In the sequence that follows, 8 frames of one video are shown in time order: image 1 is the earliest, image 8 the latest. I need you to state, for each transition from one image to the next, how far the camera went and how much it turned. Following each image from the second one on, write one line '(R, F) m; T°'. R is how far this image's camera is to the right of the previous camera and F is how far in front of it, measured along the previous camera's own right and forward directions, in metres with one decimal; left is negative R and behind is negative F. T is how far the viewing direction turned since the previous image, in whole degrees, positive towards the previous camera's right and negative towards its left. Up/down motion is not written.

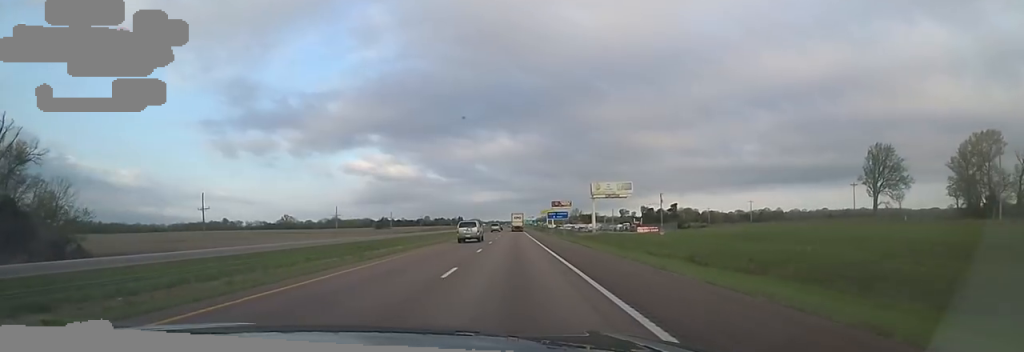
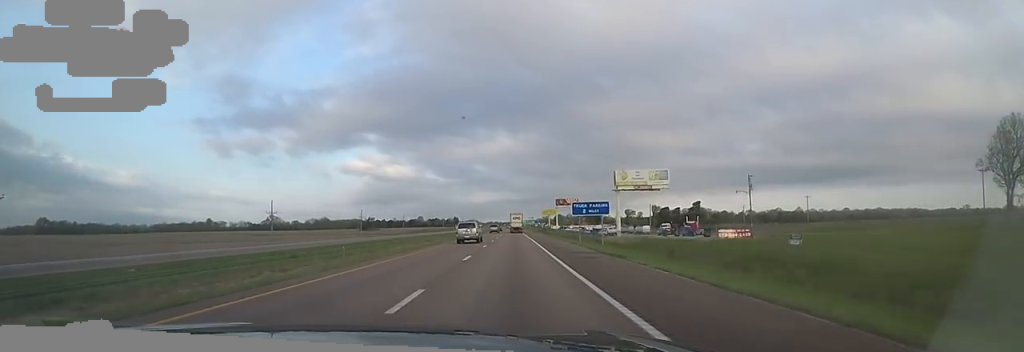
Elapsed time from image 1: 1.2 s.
(+0.3, +42.2) m; +2°
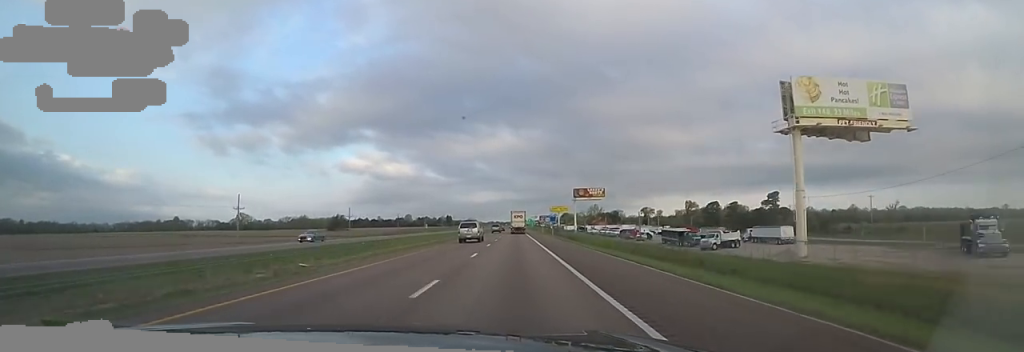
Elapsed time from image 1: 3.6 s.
(+0.3, +85.3) m; 0°
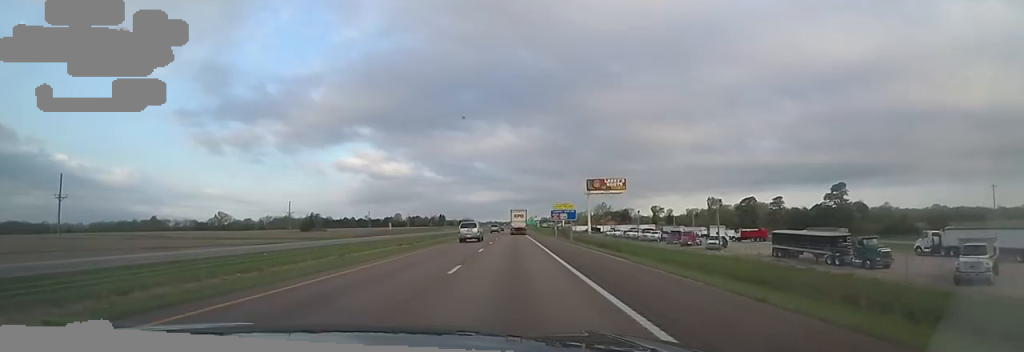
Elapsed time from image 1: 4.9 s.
(+0.1, +44.3) m; -1°
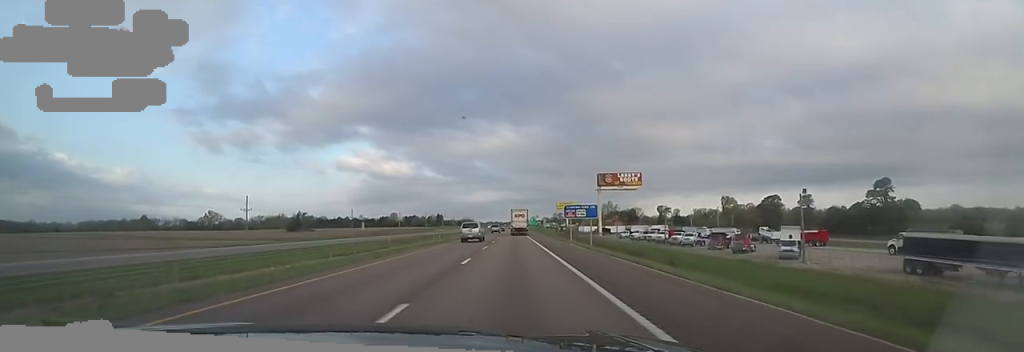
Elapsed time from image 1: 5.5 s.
(-0.3, +20.8) m; -1°
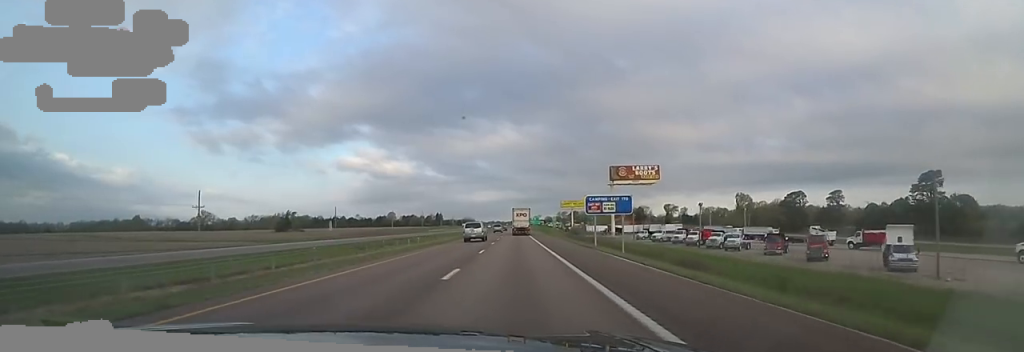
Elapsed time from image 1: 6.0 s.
(0.0, +17.2) m; 0°
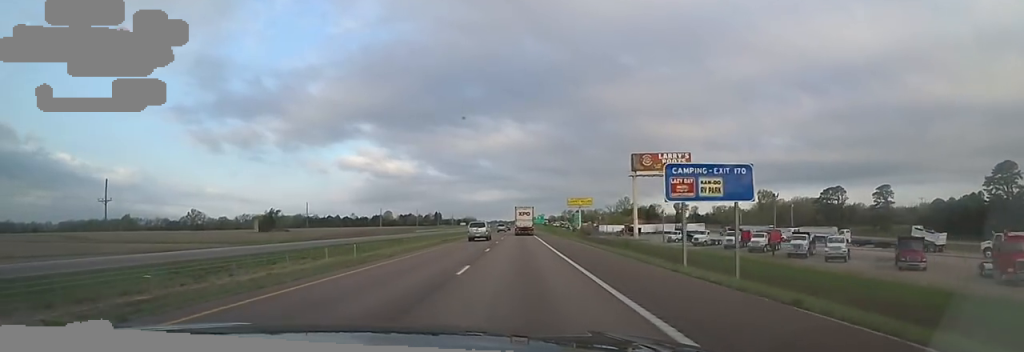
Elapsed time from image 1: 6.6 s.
(0.0, +22.9) m; +1°
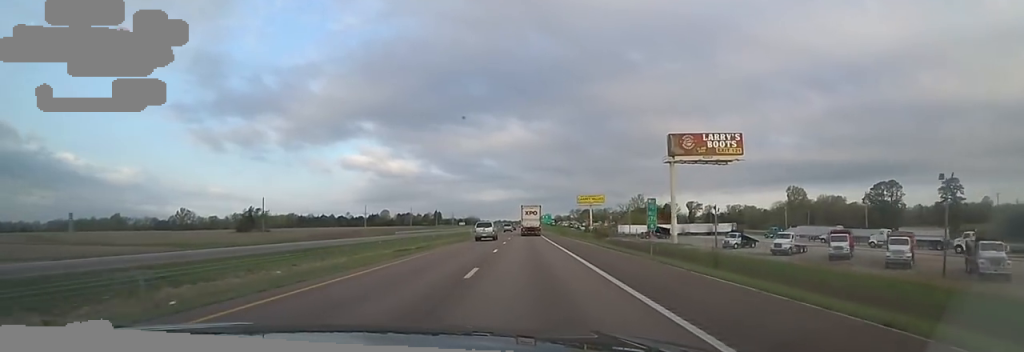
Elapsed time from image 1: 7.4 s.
(-0.1, +25.2) m; +1°
